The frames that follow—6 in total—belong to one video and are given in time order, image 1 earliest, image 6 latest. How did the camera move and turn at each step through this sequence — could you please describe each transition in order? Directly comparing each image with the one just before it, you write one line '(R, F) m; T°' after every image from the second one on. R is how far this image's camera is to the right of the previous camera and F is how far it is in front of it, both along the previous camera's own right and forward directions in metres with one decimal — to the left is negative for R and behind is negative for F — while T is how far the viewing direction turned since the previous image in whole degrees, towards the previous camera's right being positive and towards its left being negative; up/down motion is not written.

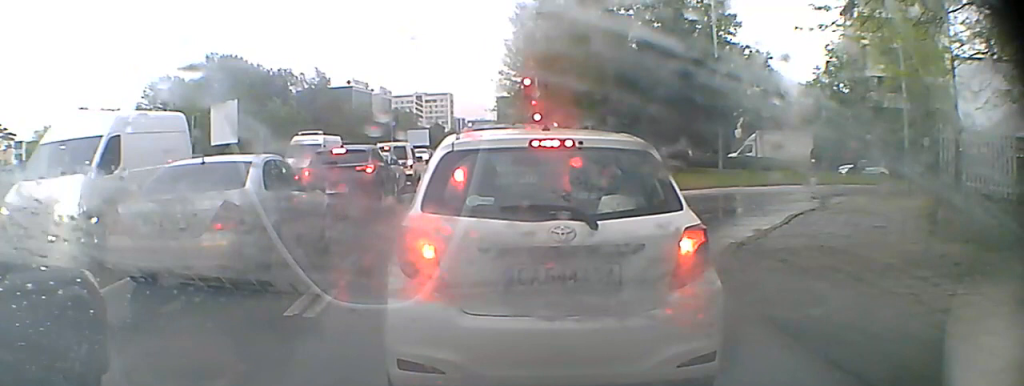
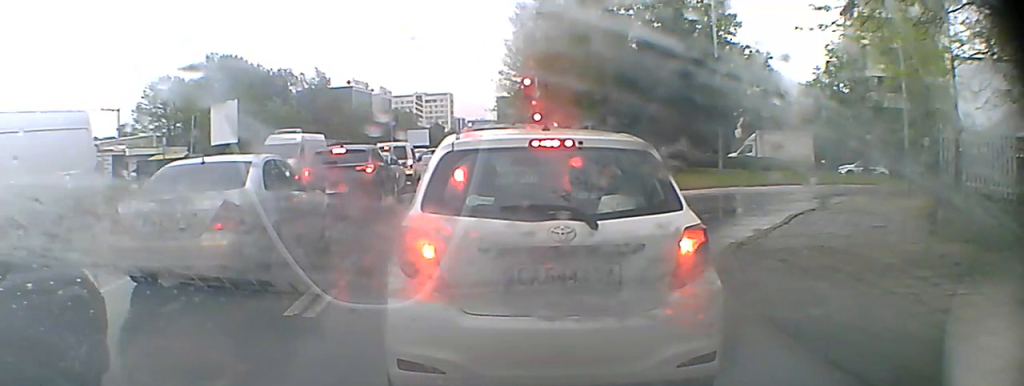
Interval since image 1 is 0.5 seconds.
(0.0, 0.0) m; 0°
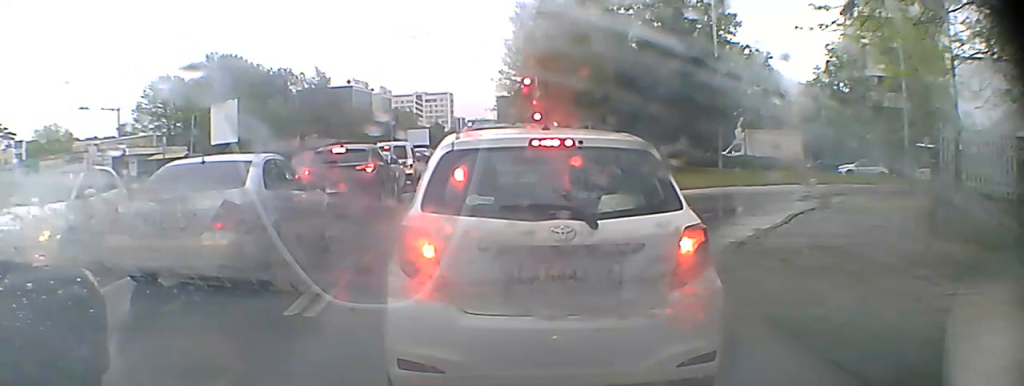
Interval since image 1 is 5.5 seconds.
(0.0, 0.0) m; 0°
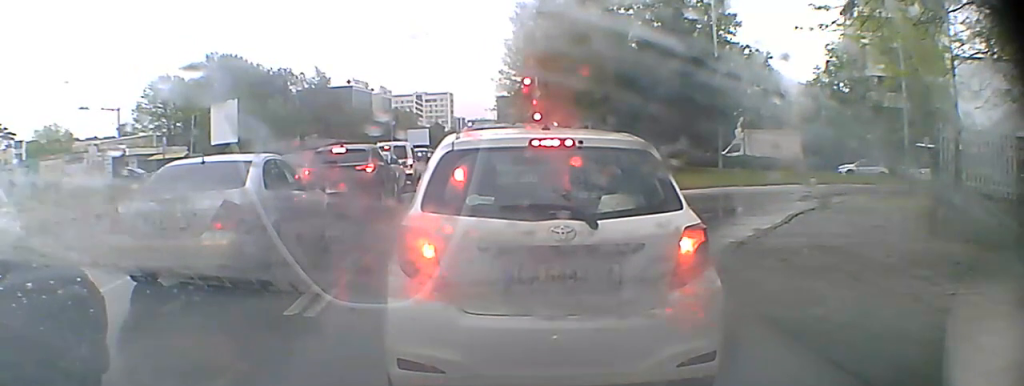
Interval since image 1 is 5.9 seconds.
(0.0, 0.0) m; 0°
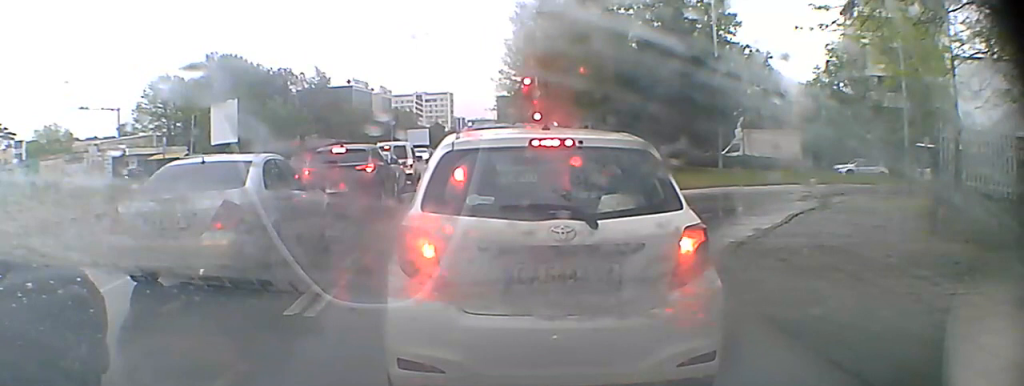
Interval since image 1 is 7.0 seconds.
(0.0, 0.0) m; 0°
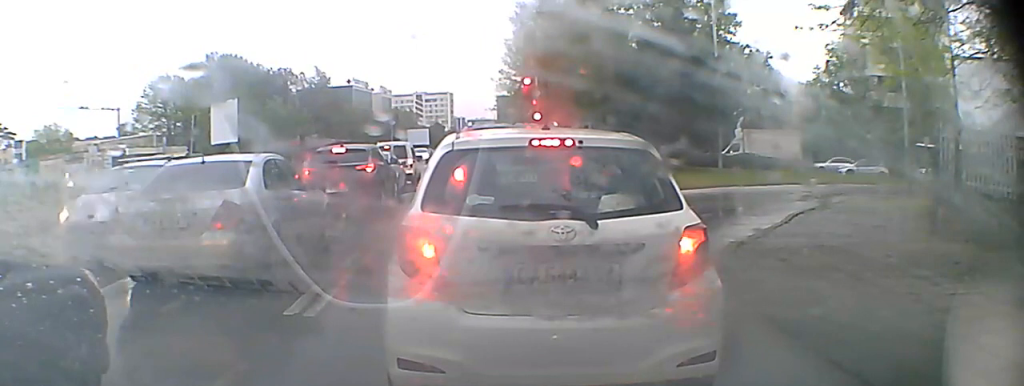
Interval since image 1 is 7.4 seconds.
(0.0, 0.0) m; 0°
